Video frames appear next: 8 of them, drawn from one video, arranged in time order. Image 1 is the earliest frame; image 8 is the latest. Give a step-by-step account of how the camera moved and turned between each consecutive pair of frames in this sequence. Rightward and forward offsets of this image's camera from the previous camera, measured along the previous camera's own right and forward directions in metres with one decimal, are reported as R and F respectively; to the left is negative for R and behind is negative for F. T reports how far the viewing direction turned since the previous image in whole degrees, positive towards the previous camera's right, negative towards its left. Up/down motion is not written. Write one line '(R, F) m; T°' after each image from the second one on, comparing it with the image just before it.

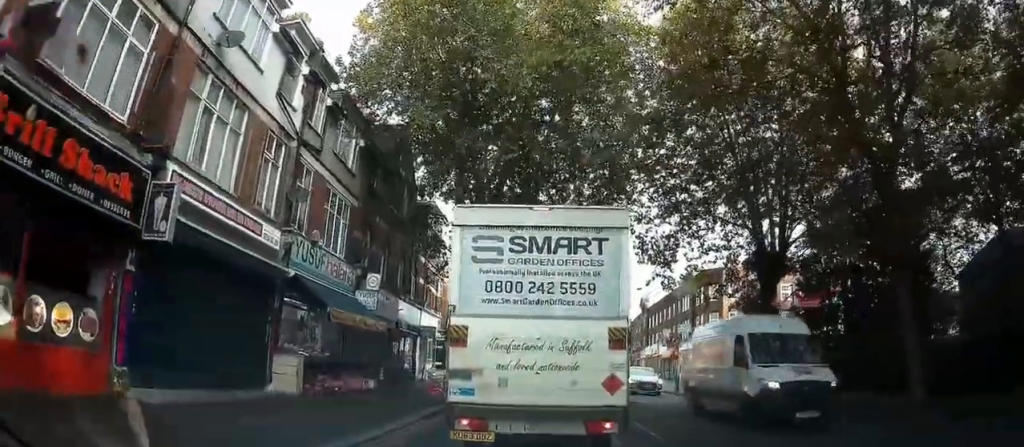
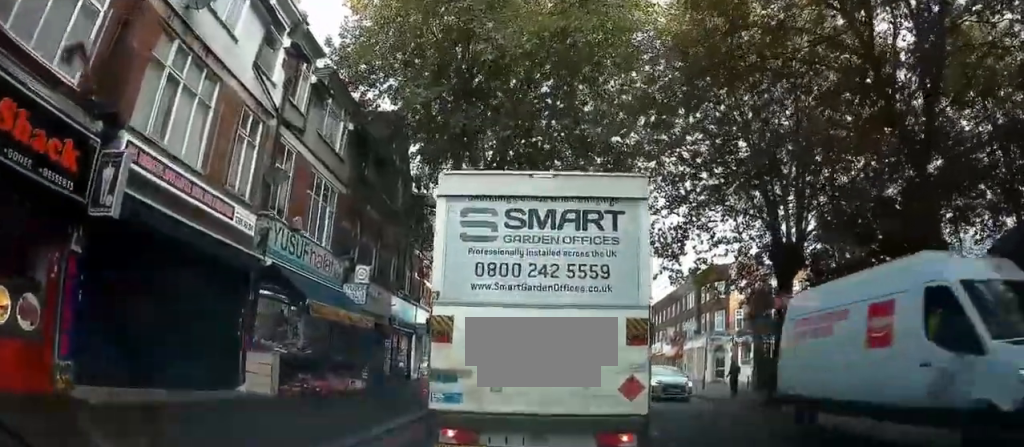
(0.0, +1.2) m; +1°
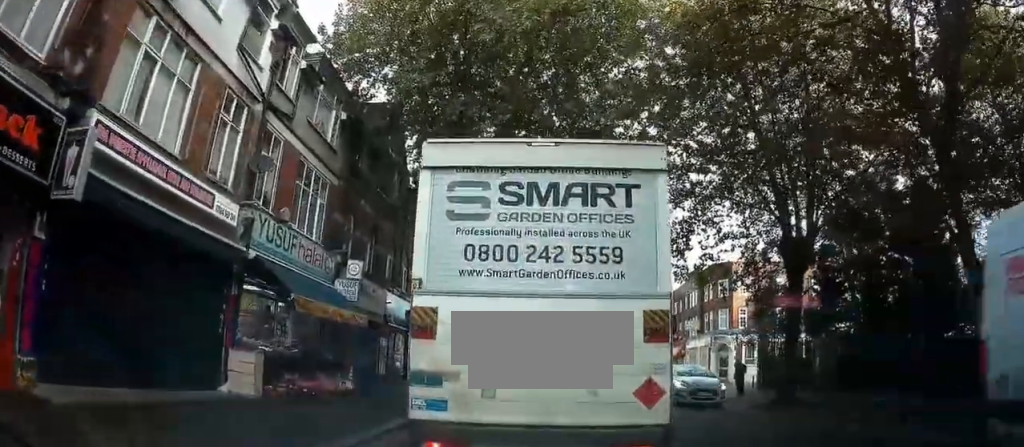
(0.0, +1.0) m; 0°
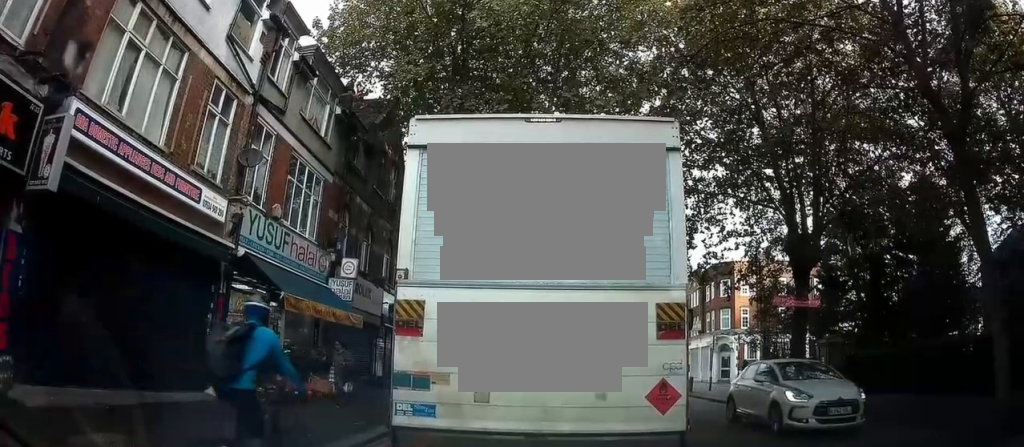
(0.0, +1.2) m; 0°
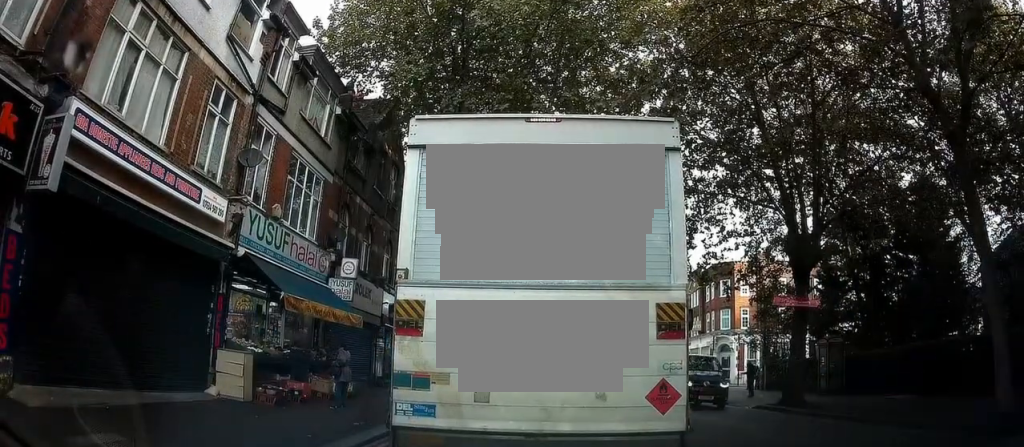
(-0.1, +0.7) m; 0°
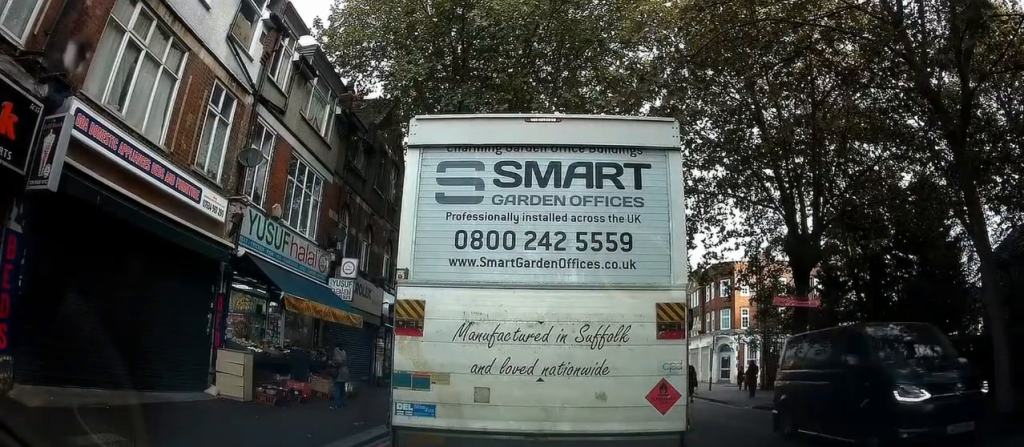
(0.0, +0.3) m; 0°
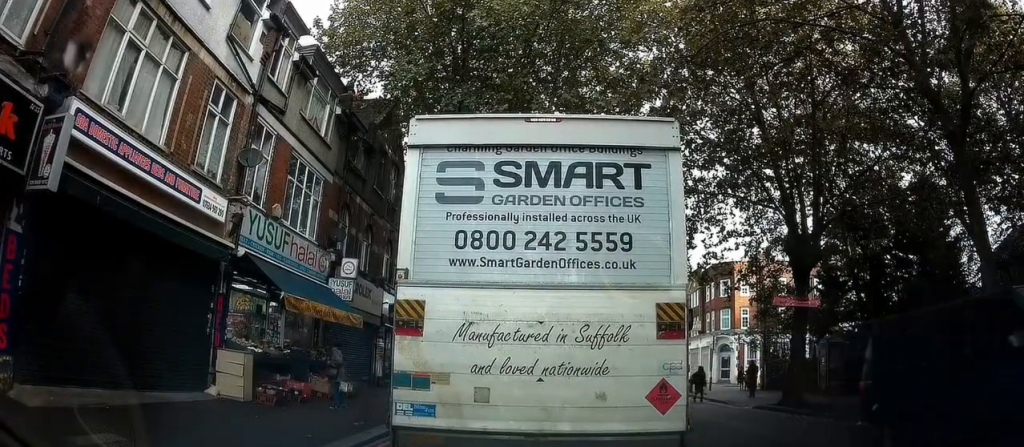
(0.0, 0.0) m; 0°
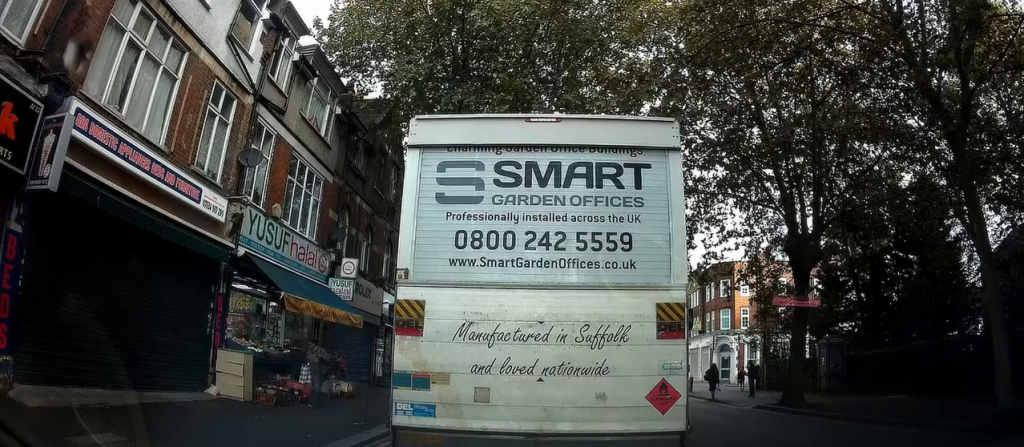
(0.0, 0.0) m; 0°
